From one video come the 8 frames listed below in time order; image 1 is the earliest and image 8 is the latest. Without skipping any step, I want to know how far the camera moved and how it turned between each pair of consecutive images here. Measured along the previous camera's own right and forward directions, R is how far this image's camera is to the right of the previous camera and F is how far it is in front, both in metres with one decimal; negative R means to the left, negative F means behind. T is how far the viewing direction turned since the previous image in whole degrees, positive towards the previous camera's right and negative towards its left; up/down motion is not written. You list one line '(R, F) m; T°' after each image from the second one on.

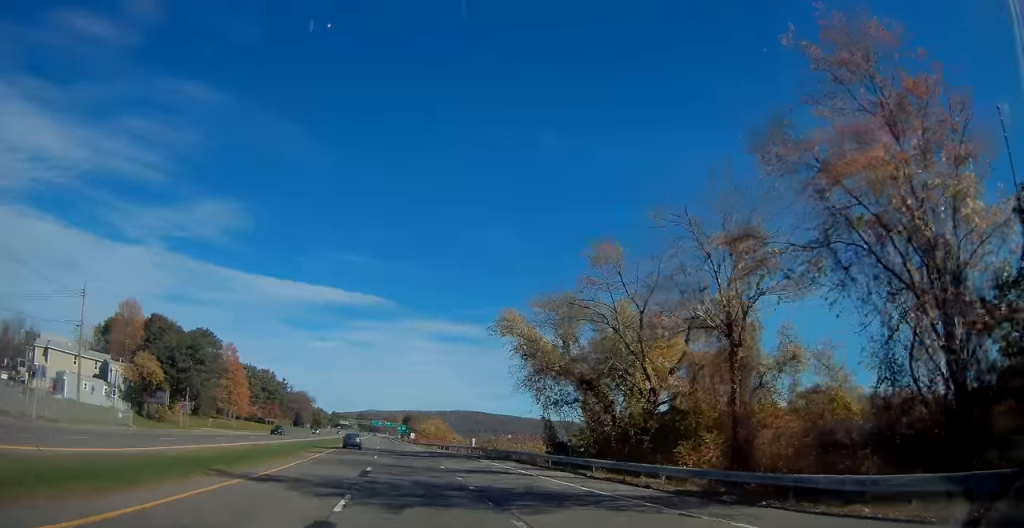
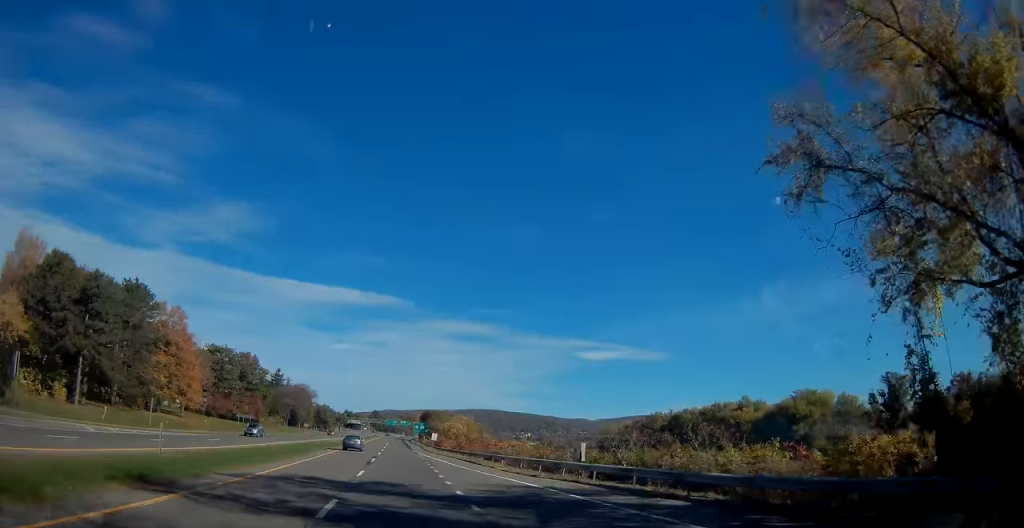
(-0.2, +38.1) m; -2°
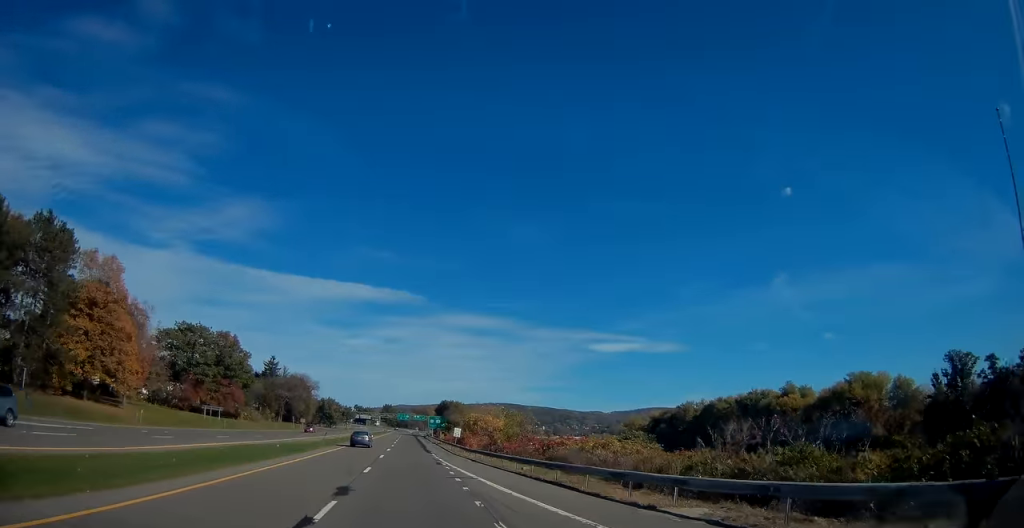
(-0.5, +24.4) m; -1°
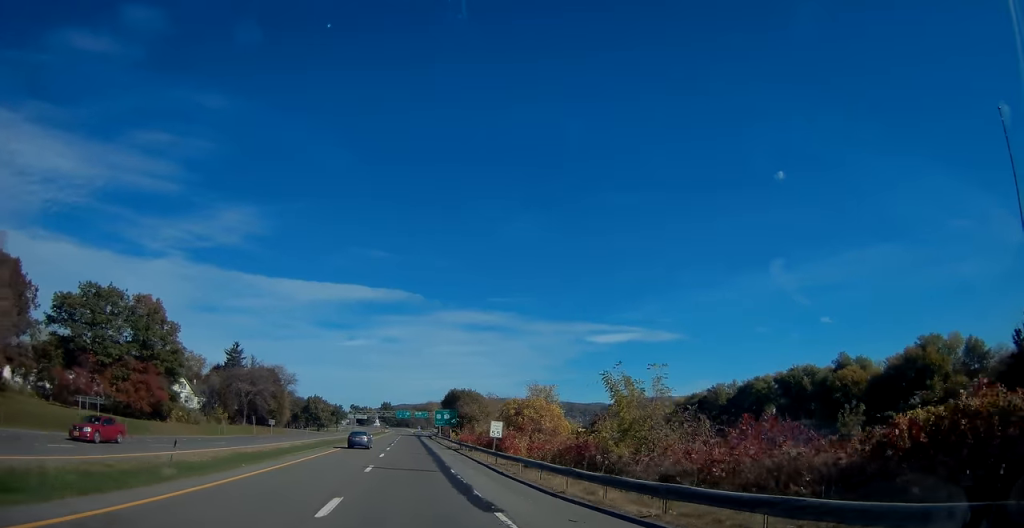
(+0.2, +34.6) m; +1°
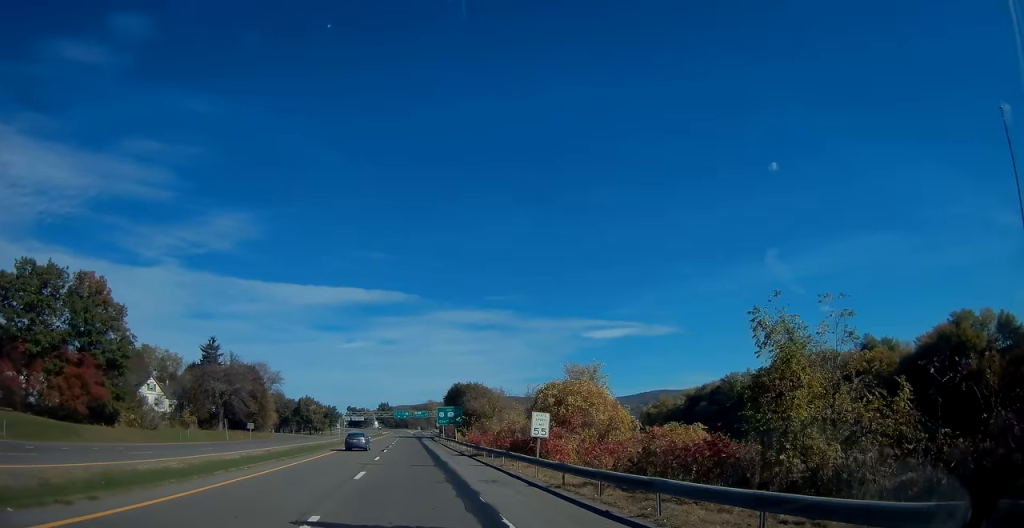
(+0.2, +14.7) m; 0°
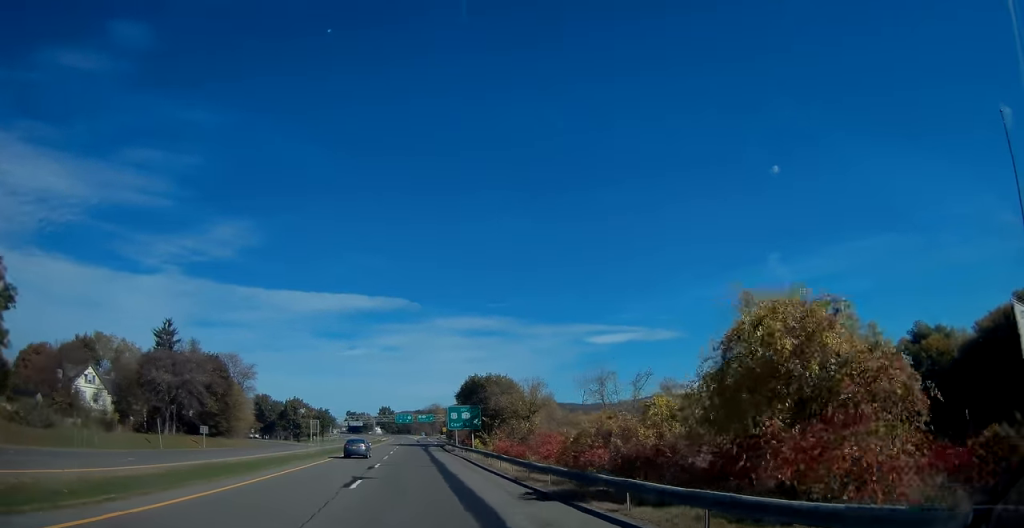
(-0.1, +22.4) m; -1°
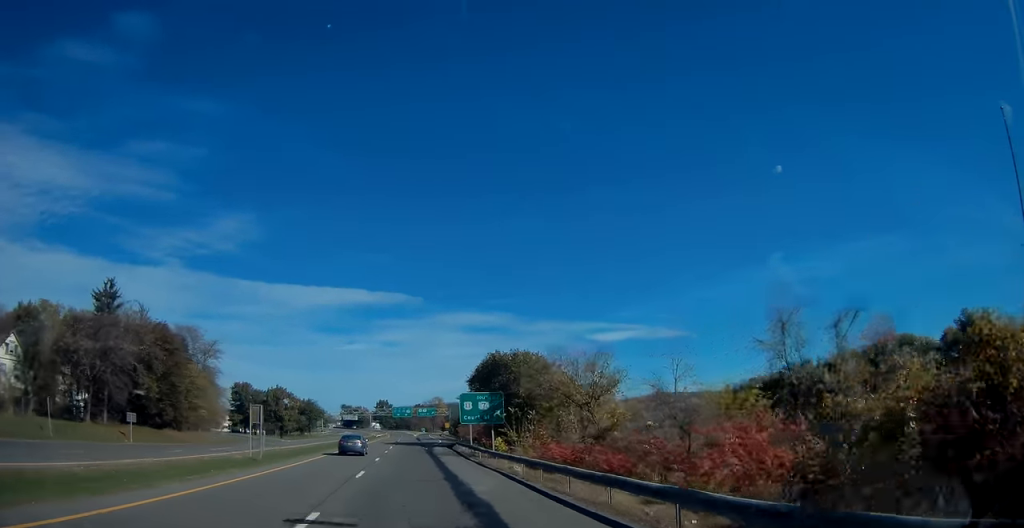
(0.0, +19.3) m; 0°
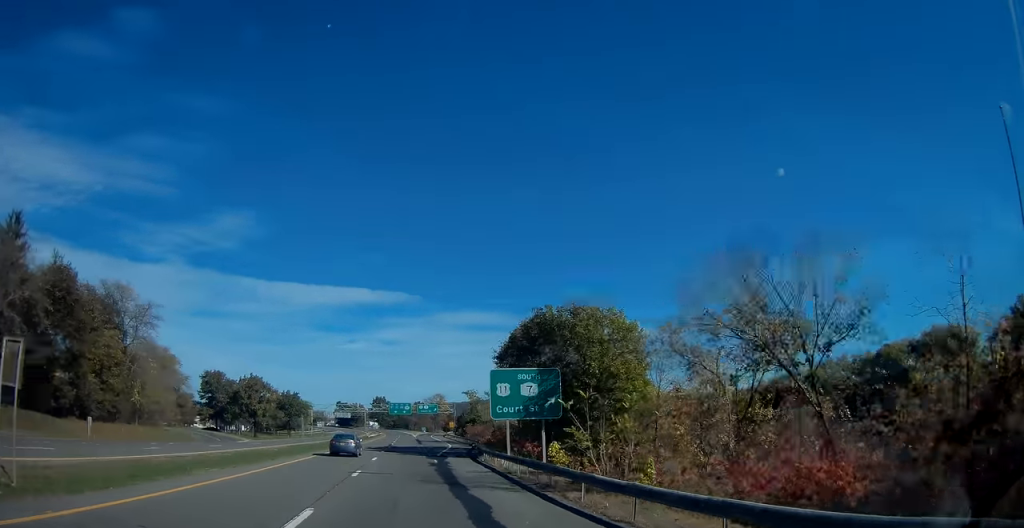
(-0.1, +24.0) m; 0°
